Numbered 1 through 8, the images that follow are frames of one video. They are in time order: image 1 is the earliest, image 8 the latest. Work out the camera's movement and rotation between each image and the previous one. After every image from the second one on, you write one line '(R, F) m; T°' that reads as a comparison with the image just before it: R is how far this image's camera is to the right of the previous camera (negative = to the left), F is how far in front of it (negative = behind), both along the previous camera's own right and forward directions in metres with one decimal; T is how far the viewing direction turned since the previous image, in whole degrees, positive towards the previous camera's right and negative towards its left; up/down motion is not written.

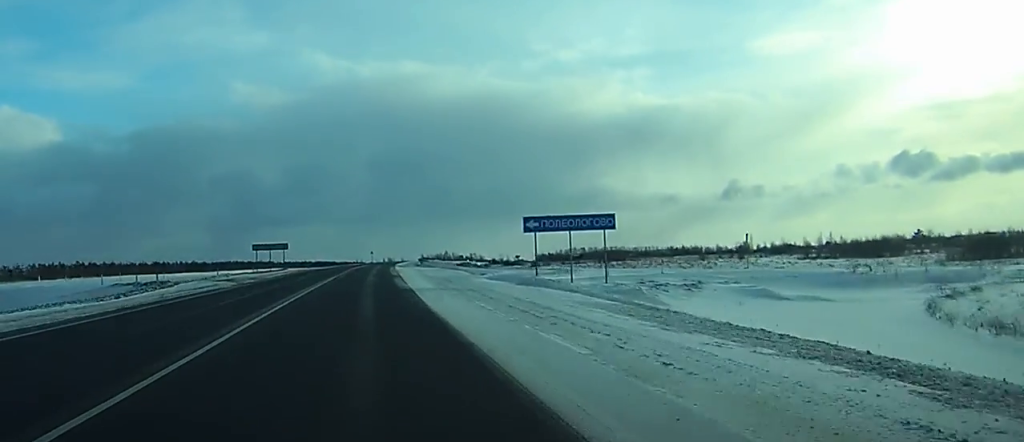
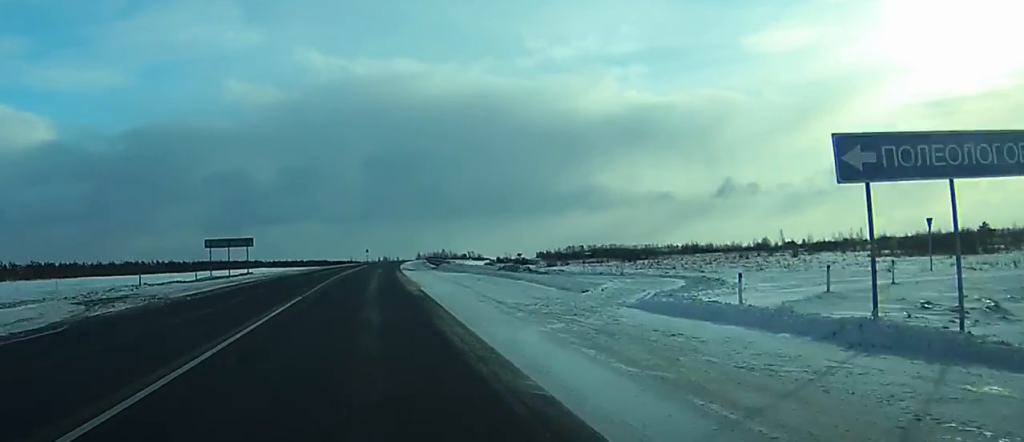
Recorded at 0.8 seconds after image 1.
(0.0, +26.4) m; 0°
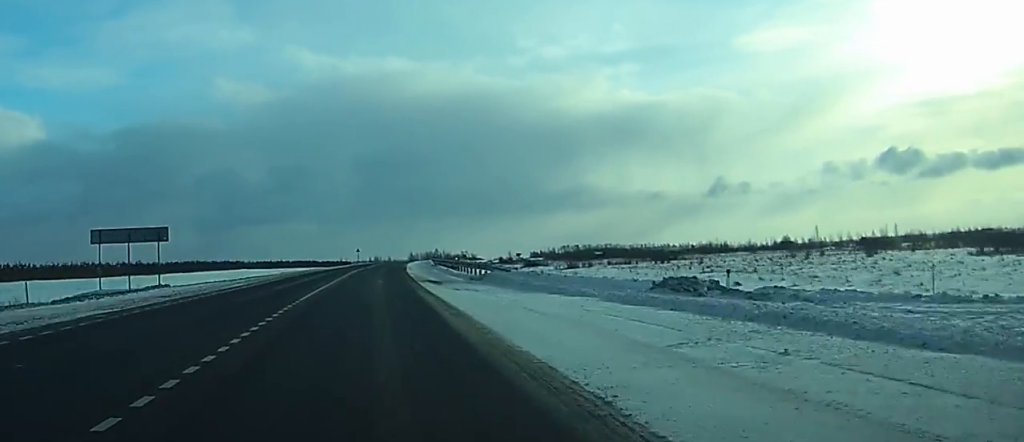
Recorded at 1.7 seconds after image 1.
(0.0, +28.4) m; 0°
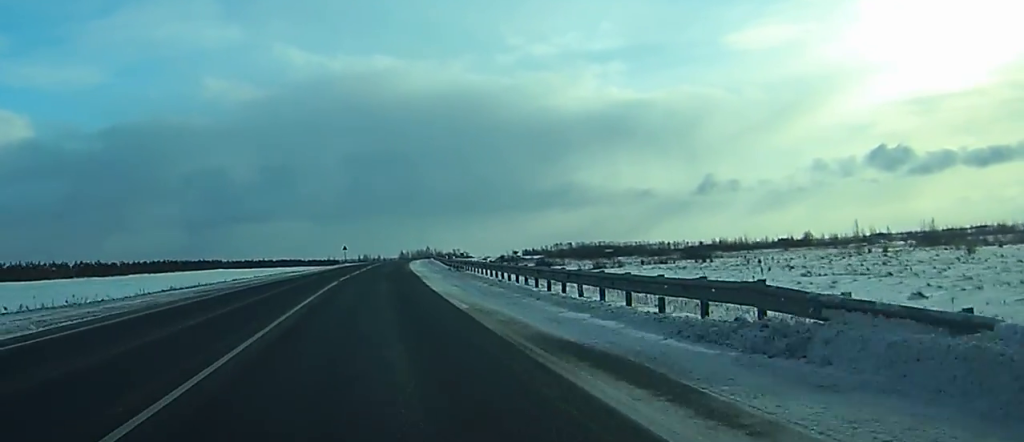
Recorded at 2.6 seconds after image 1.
(+0.1, +27.2) m; 0°
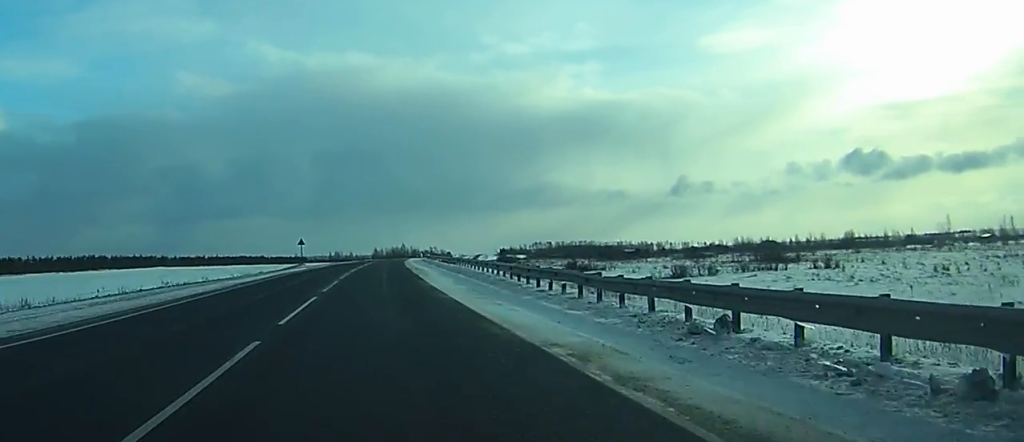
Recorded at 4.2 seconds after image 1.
(+0.4, +49.2) m; +1°
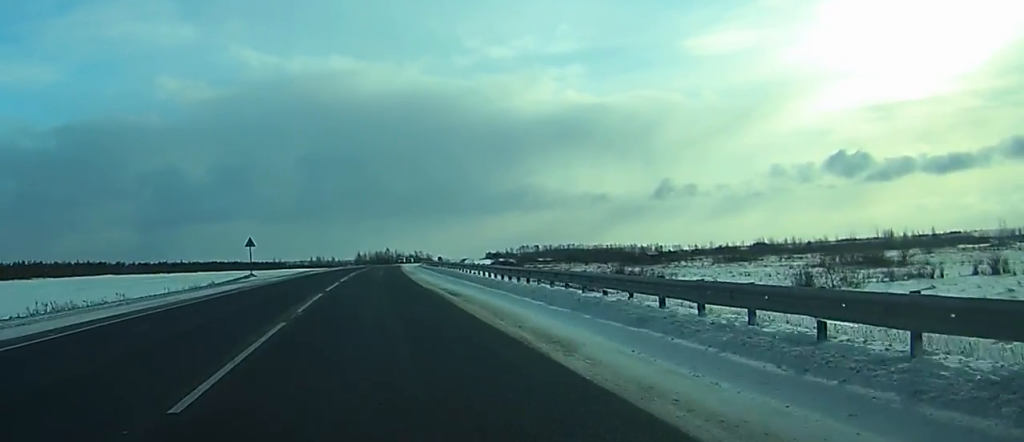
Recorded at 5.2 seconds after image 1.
(+0.4, +32.5) m; +1°
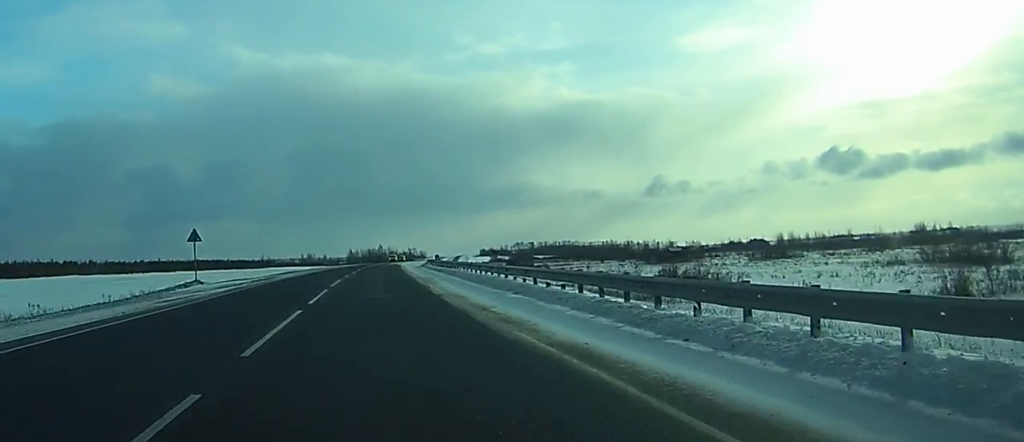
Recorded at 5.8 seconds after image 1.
(+0.2, +20.0) m; +1°
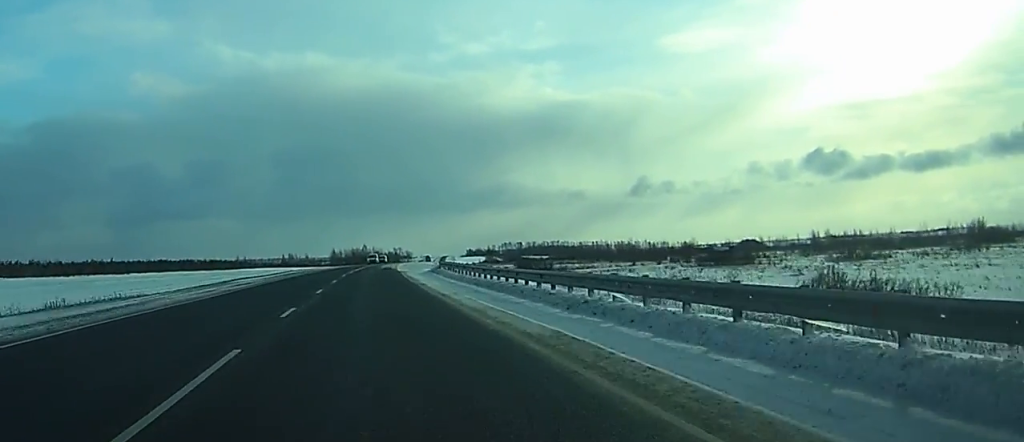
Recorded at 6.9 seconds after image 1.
(+0.5, +32.6) m; +1°
